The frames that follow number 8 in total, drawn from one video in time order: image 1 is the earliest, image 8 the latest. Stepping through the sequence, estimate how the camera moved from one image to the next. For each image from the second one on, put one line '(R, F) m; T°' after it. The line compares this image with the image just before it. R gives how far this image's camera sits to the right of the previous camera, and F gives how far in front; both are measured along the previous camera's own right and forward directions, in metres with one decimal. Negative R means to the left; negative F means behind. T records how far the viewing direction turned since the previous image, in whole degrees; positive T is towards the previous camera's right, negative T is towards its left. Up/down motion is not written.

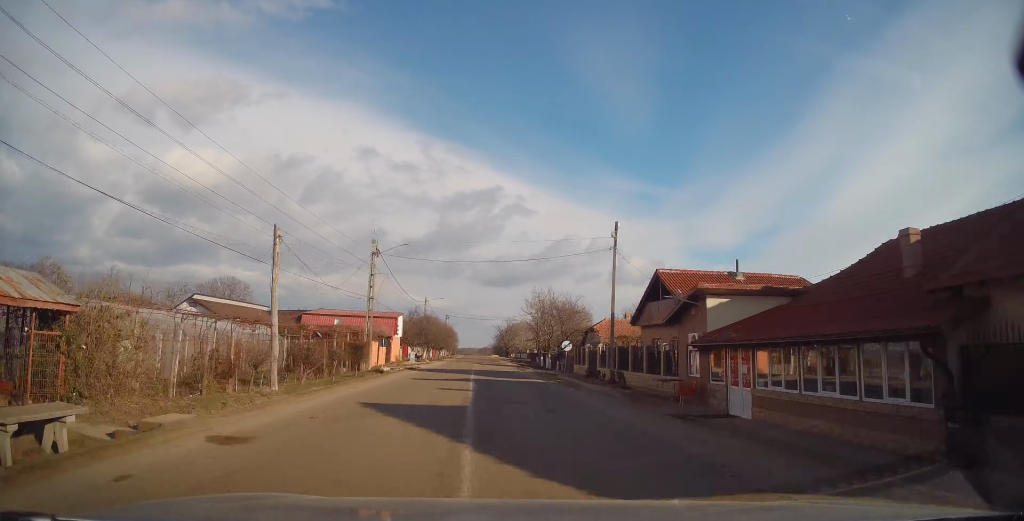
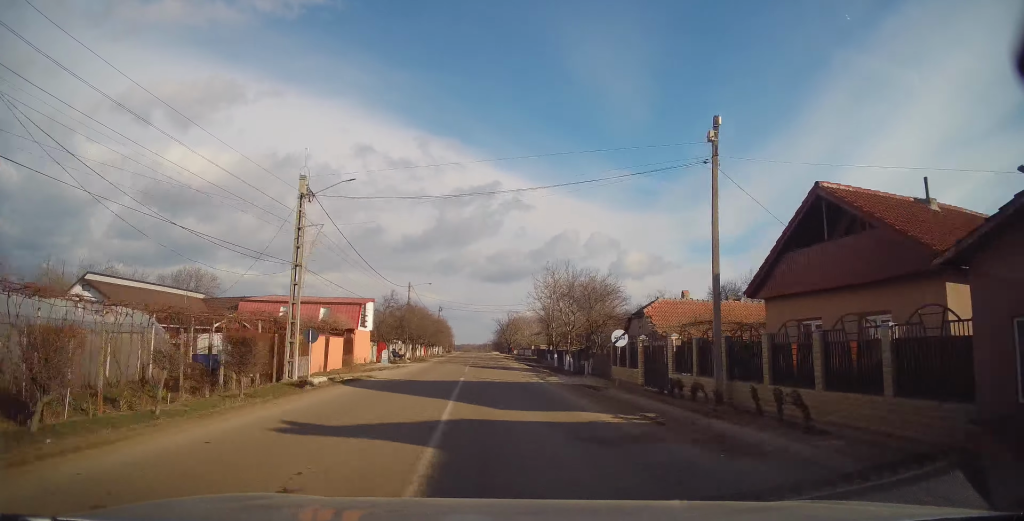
(+0.3, +14.0) m; 0°
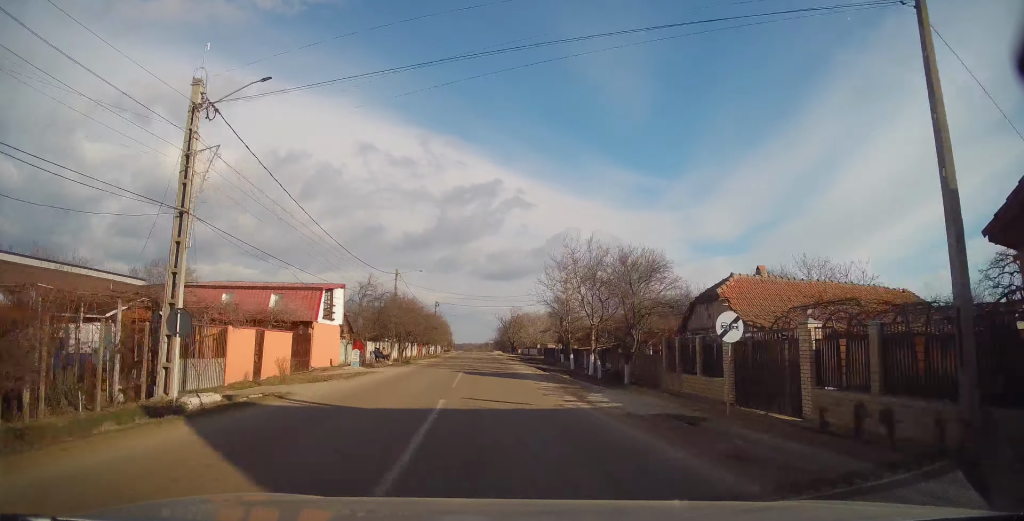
(+0.2, +8.7) m; 0°
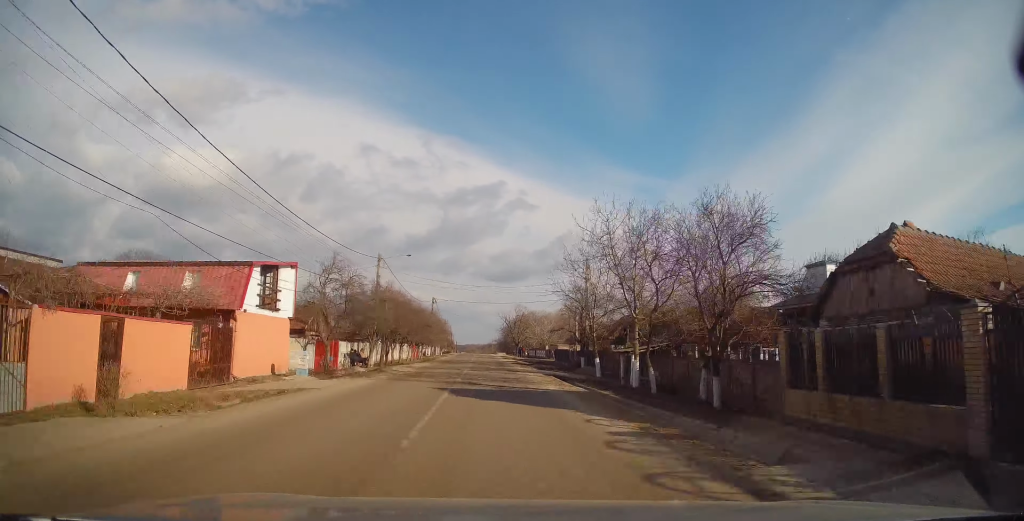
(-0.3, +9.0) m; -1°
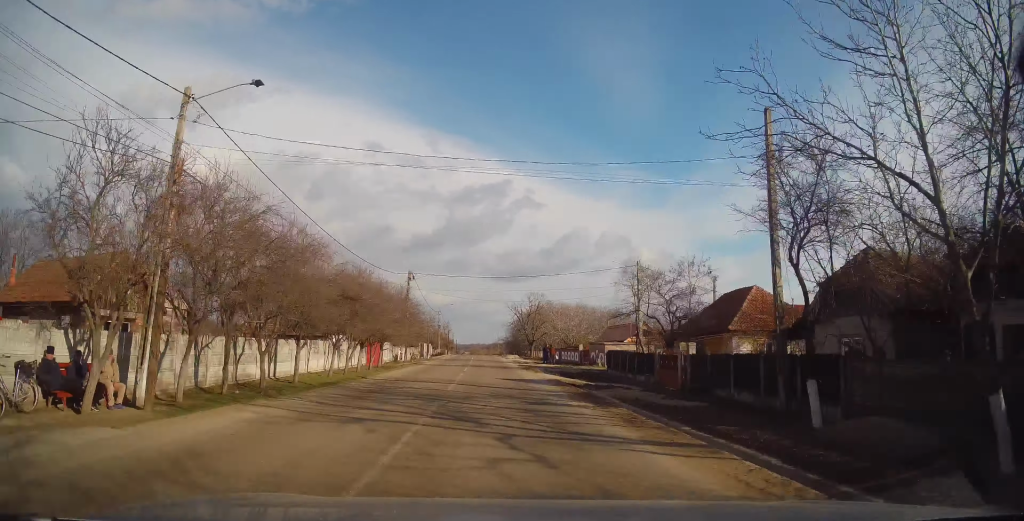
(-0.4, +26.6) m; -1°
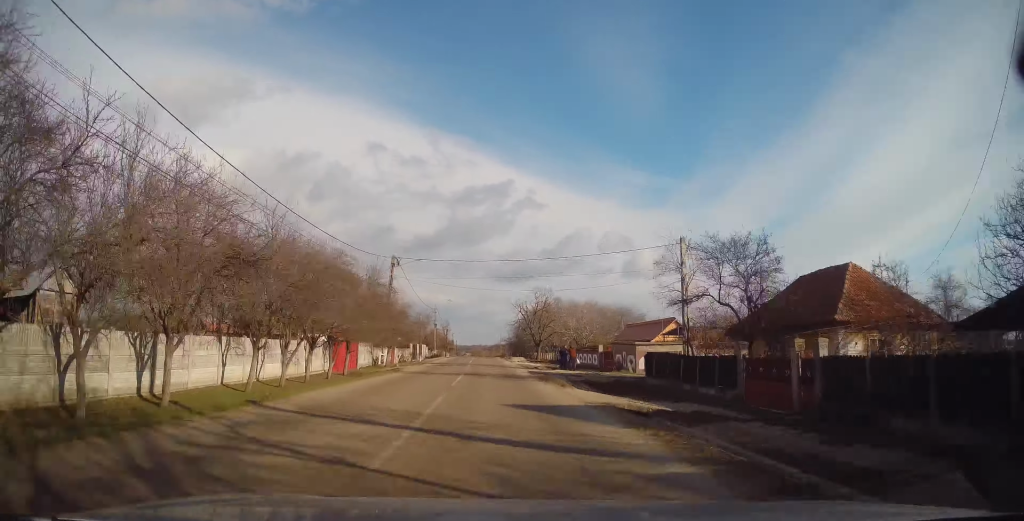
(0.0, +9.4) m; 0°
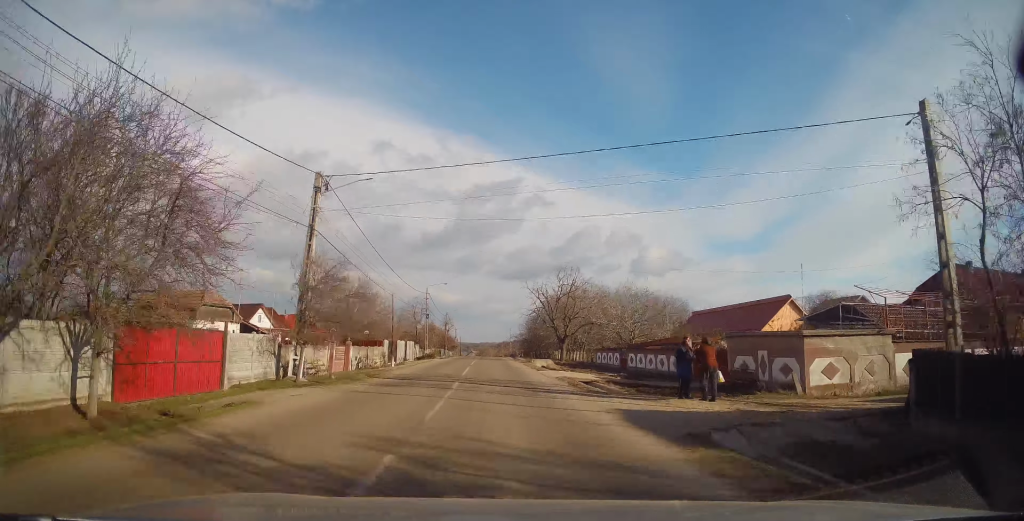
(0.0, +19.7) m; 0°
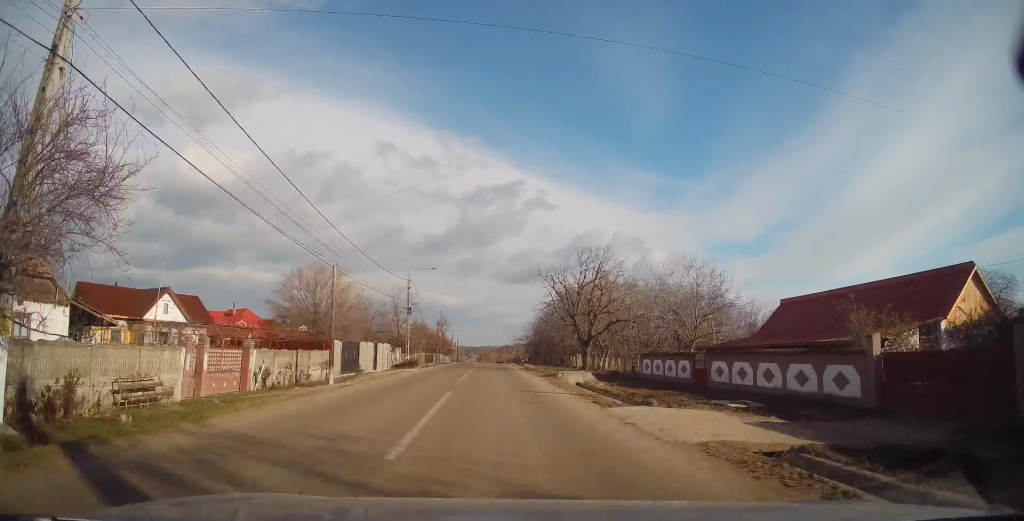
(0.0, +14.4) m; 0°
